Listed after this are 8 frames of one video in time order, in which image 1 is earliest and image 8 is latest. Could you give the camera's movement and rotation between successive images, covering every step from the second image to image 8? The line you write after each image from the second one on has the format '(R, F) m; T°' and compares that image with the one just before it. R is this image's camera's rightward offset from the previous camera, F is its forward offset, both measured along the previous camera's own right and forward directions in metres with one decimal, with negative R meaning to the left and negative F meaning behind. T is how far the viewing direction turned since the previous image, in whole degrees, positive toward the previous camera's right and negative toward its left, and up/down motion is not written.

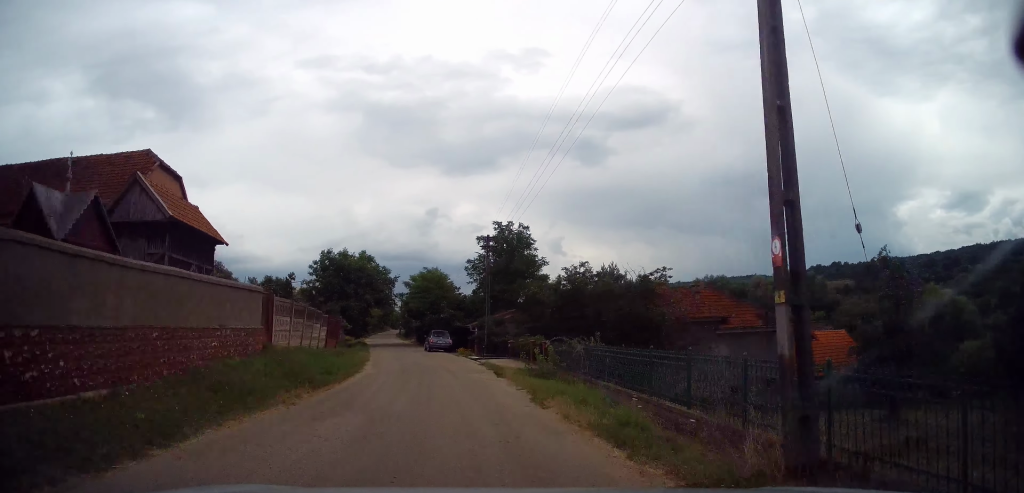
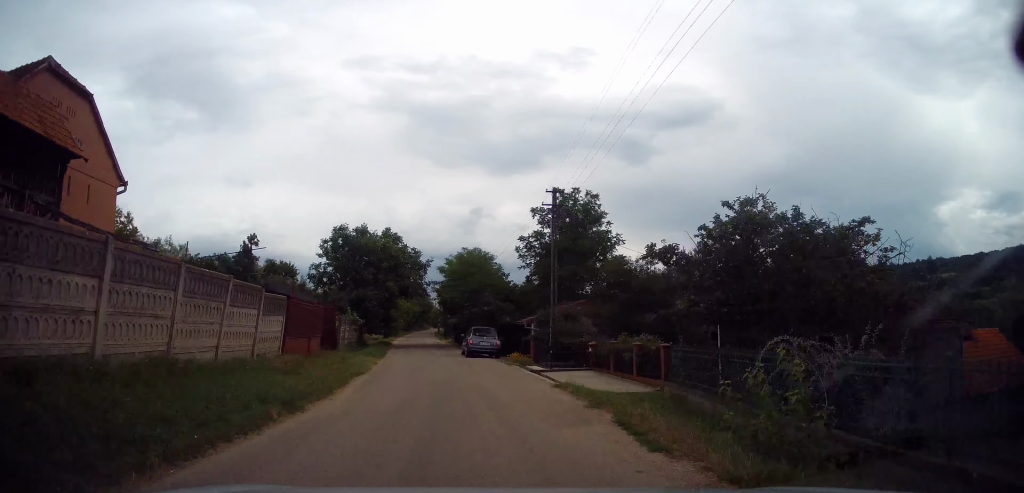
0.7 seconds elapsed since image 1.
(-0.2, +10.7) m; -4°
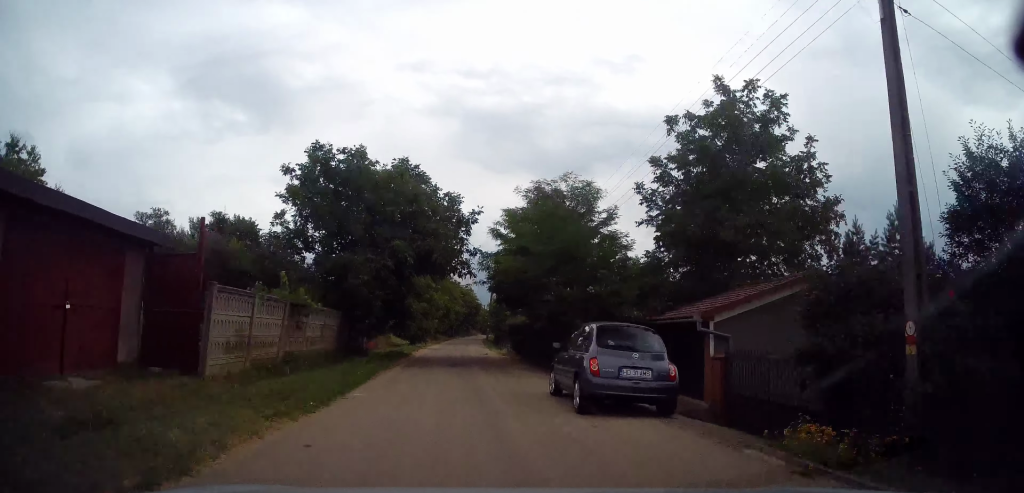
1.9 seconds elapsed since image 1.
(-1.0, +17.2) m; -5°
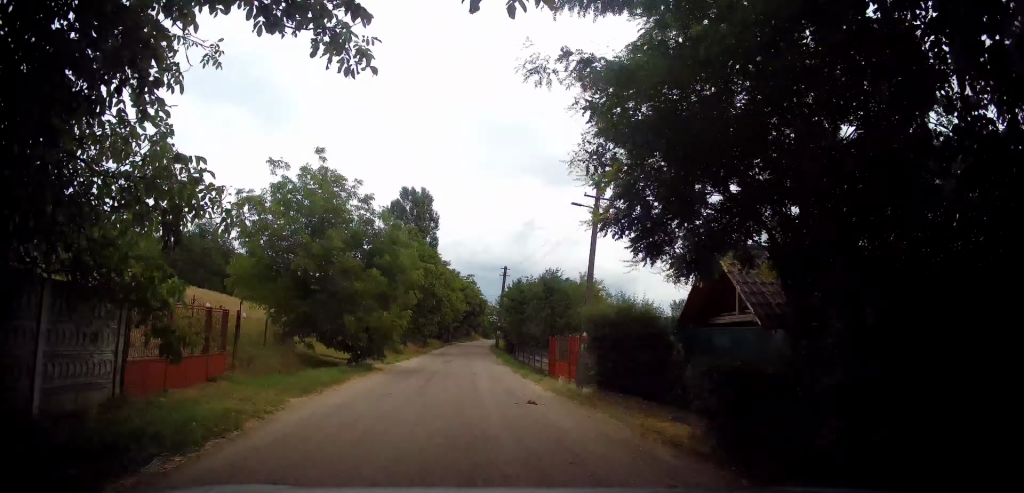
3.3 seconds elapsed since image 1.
(-0.1, +21.3) m; +2°
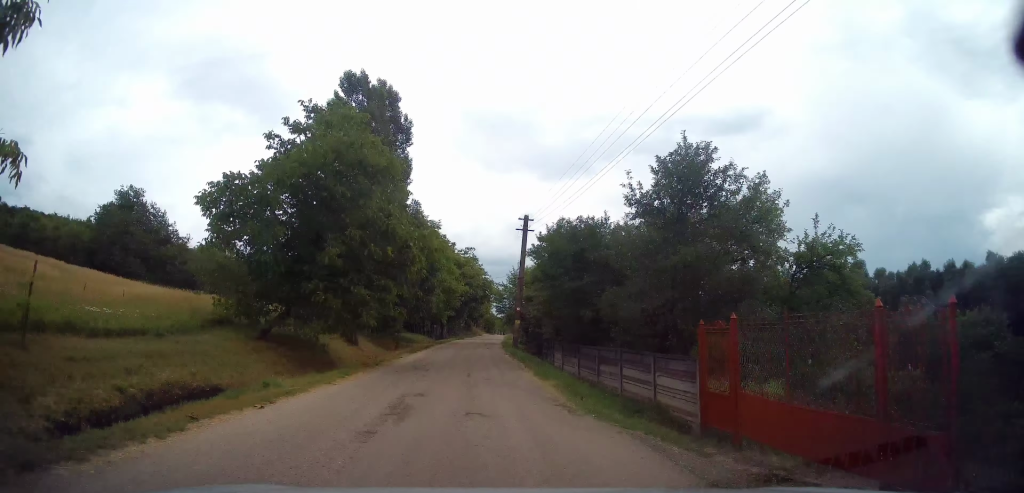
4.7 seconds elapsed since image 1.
(+0.3, +20.0) m; 0°
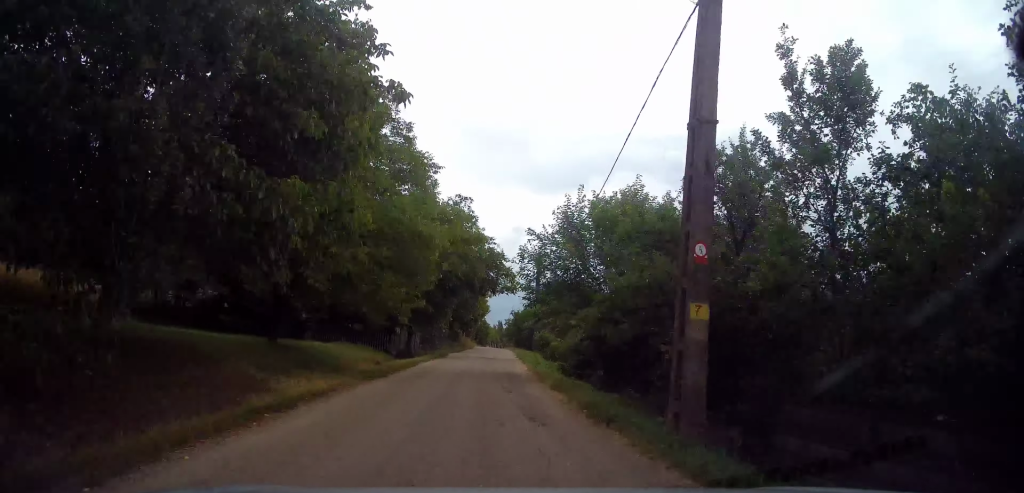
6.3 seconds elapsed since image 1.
(-0.3, +25.3) m; 0°
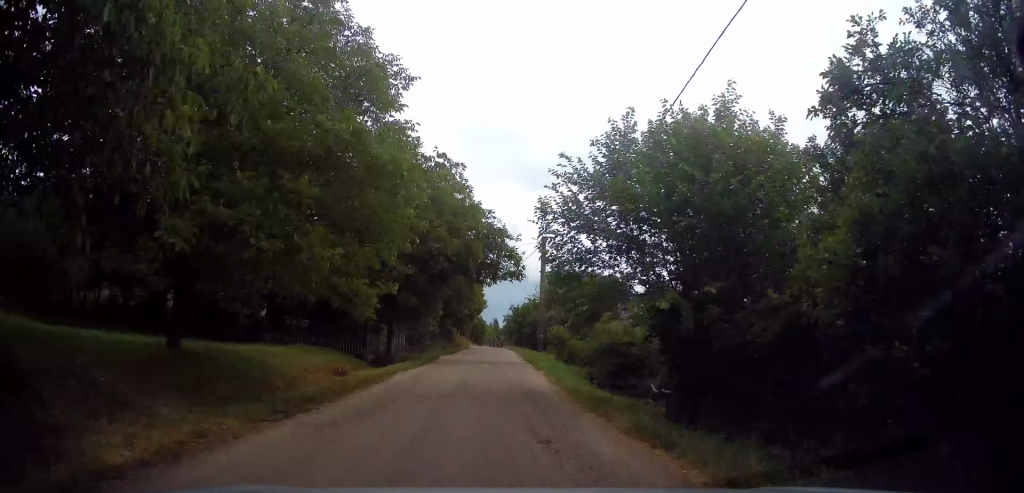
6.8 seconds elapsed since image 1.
(0.0, +6.6) m; 0°
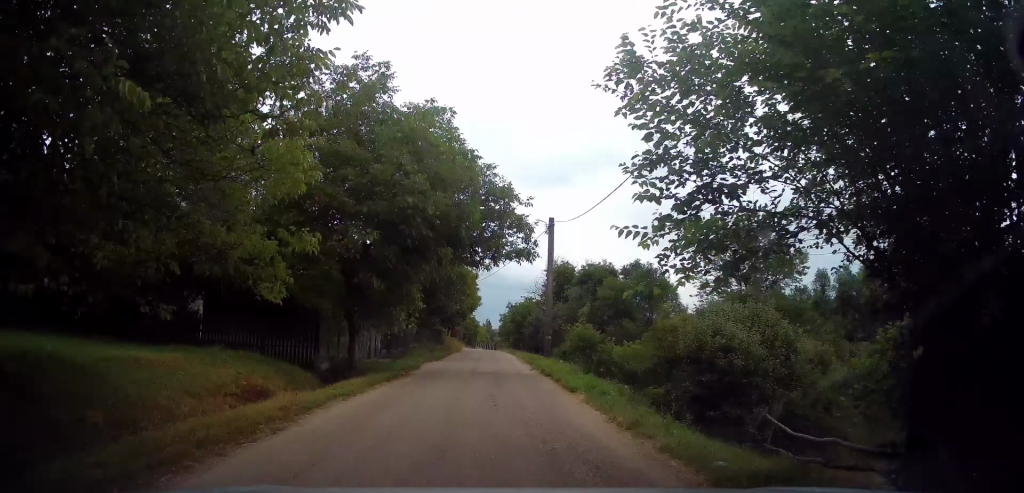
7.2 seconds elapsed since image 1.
(+0.1, +7.1) m; +1°
